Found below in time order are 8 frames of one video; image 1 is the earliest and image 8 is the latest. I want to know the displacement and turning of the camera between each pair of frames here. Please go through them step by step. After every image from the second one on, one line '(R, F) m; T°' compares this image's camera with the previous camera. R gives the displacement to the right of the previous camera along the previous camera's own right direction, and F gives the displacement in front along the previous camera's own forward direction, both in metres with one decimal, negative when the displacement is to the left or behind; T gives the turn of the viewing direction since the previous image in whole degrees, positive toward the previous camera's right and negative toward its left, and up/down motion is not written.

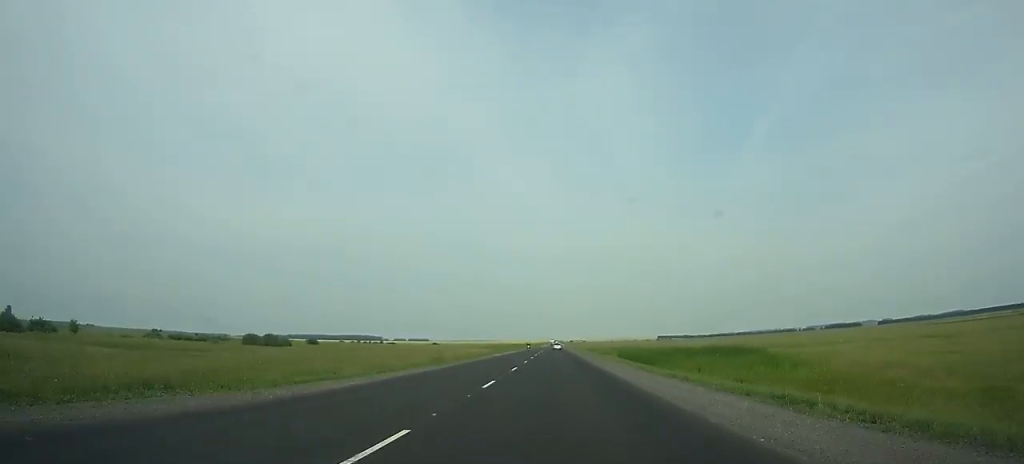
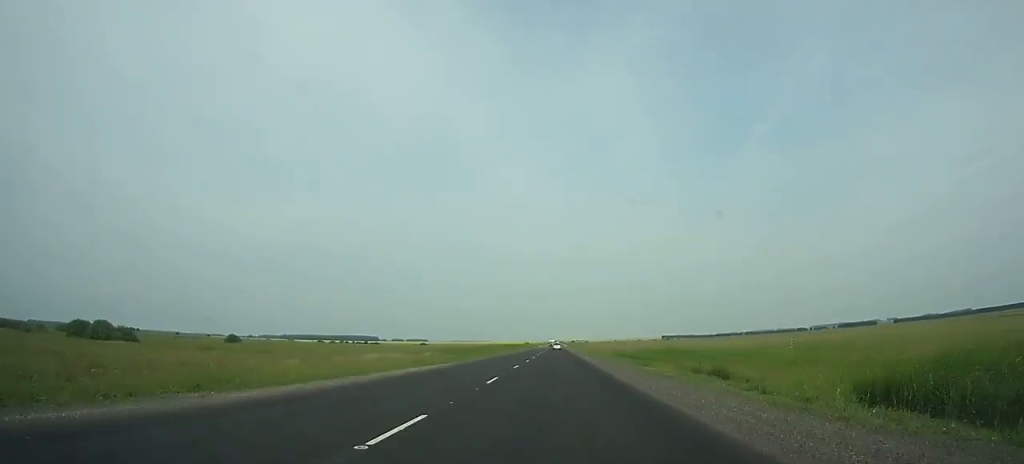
(0.0, +69.8) m; 0°
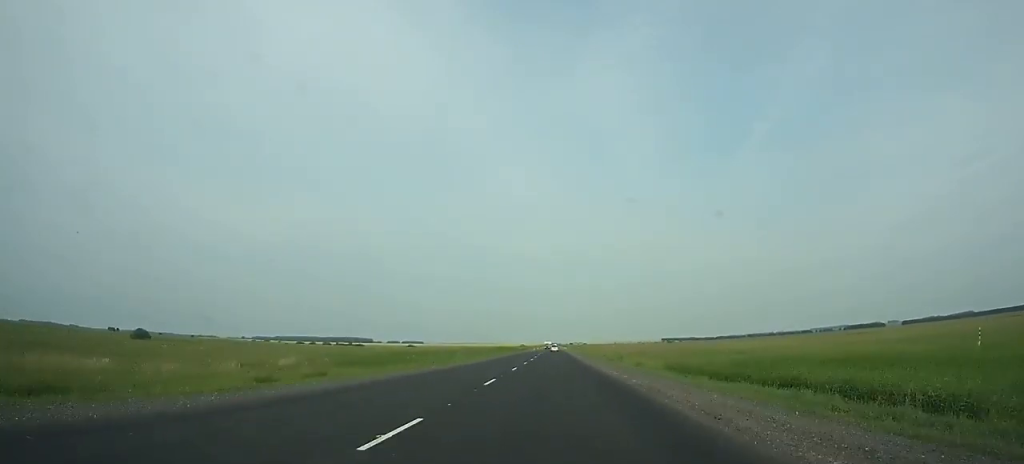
(0.0, +51.4) m; 0°
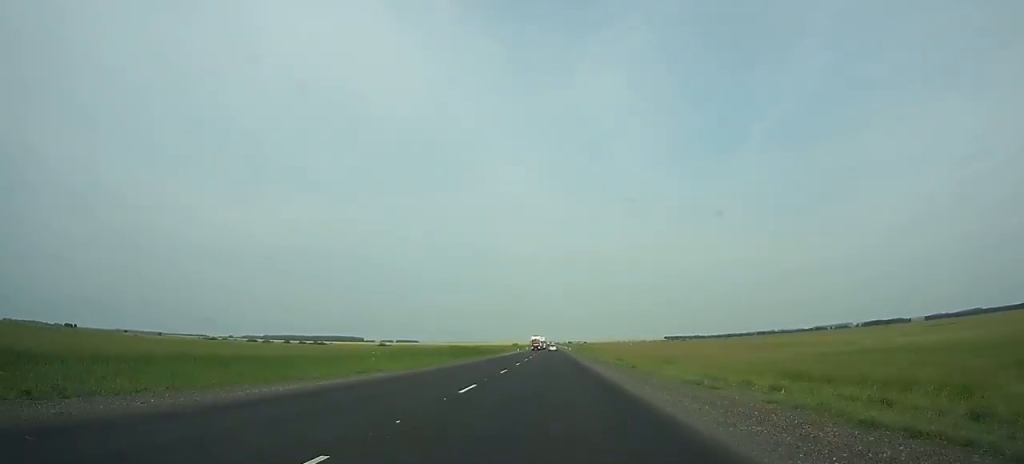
(+0.3, +102.9) m; 0°
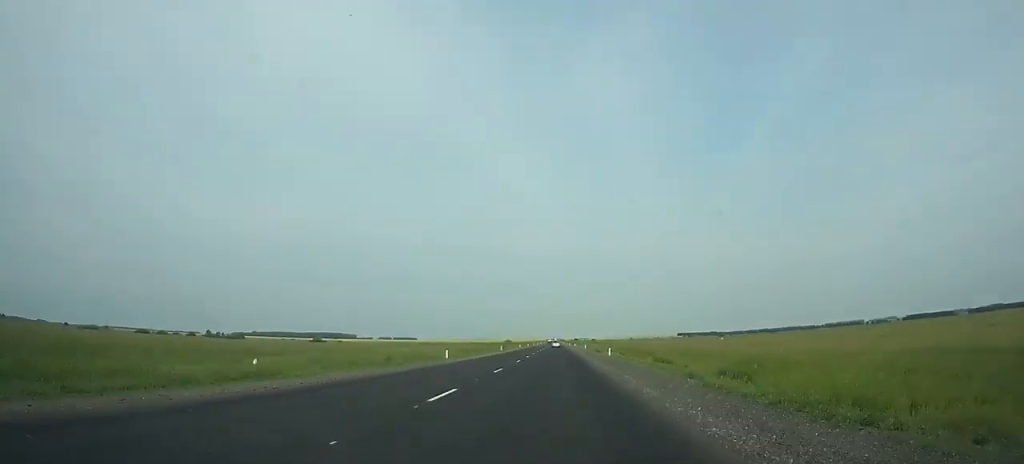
(-0.2, +158.0) m; 0°
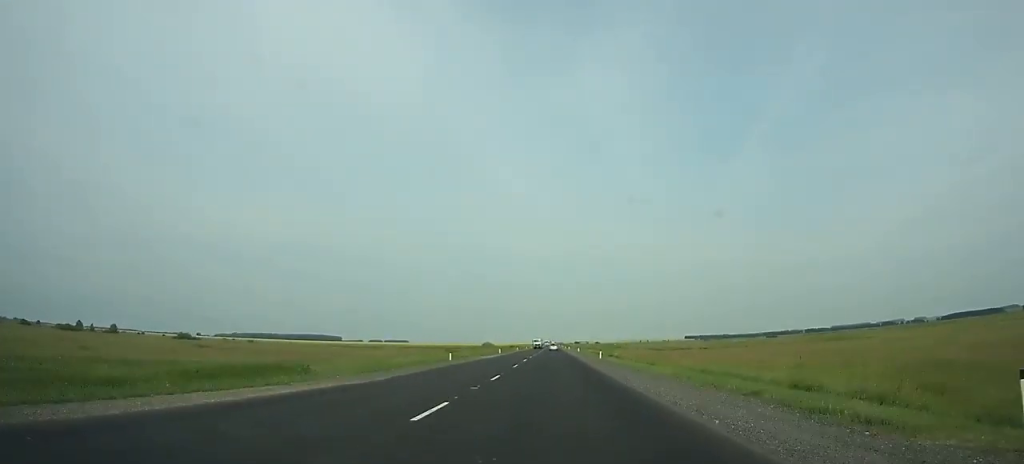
(-0.3, +142.3) m; 0°
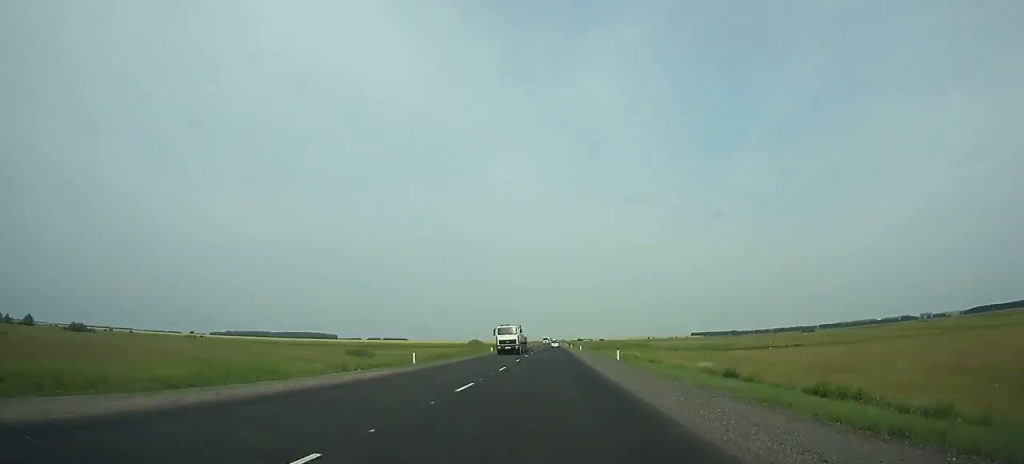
(-0.1, +65.6) m; 0°
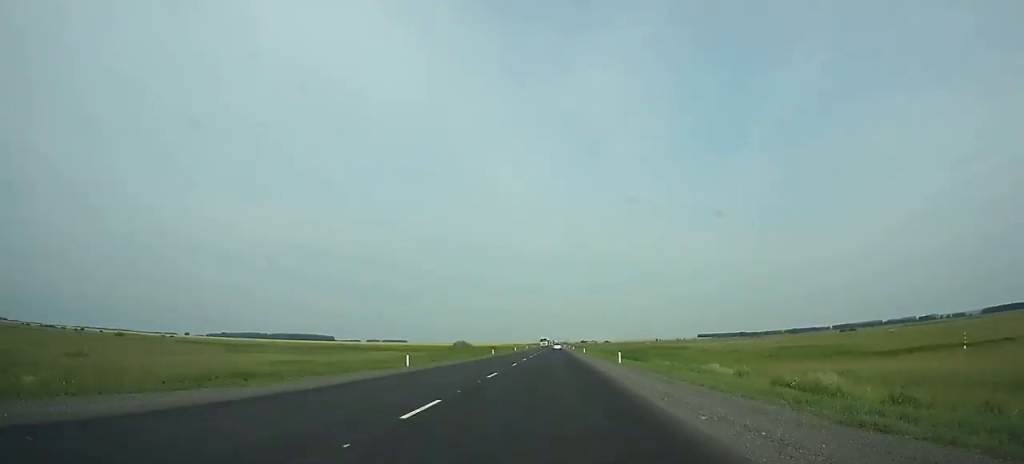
(-0.1, +56.3) m; 0°
